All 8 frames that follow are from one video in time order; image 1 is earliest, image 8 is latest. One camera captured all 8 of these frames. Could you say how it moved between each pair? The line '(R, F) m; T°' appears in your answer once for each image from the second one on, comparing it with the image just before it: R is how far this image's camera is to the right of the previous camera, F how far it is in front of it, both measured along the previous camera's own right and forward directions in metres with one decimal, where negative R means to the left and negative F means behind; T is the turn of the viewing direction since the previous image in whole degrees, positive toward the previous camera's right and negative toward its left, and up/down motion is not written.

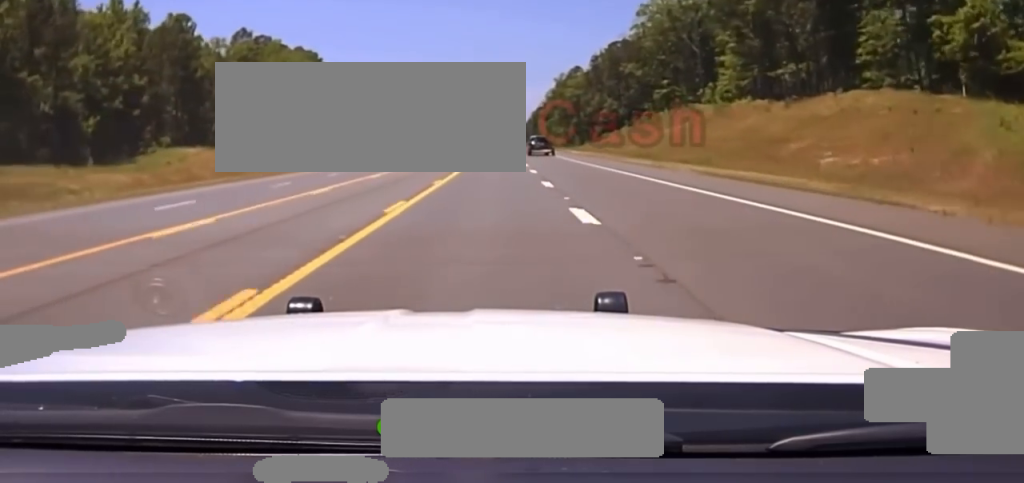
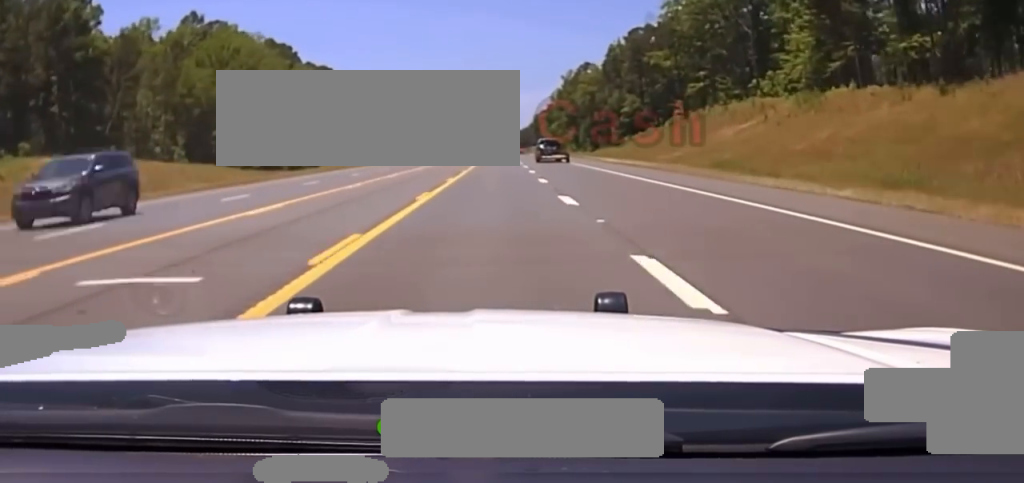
(0.0, +26.4) m; 0°
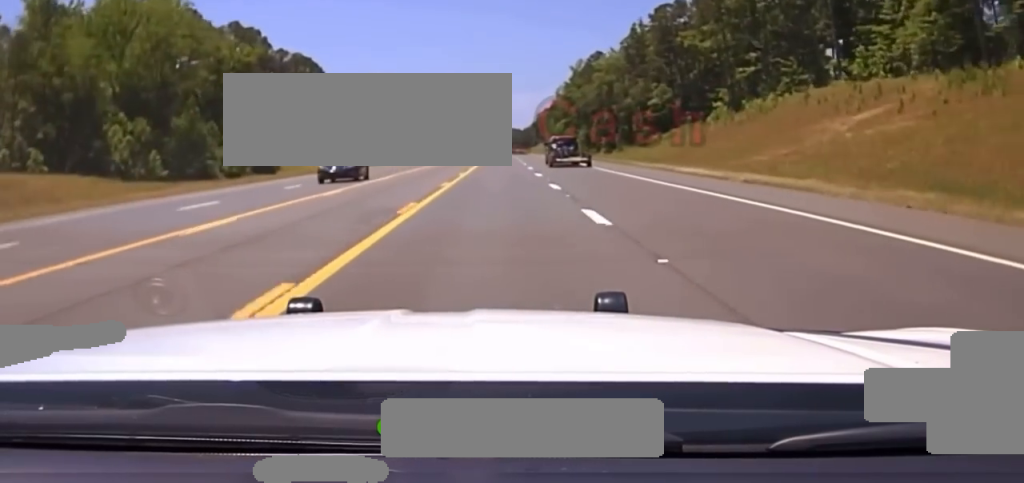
(0.0, +24.7) m; 0°
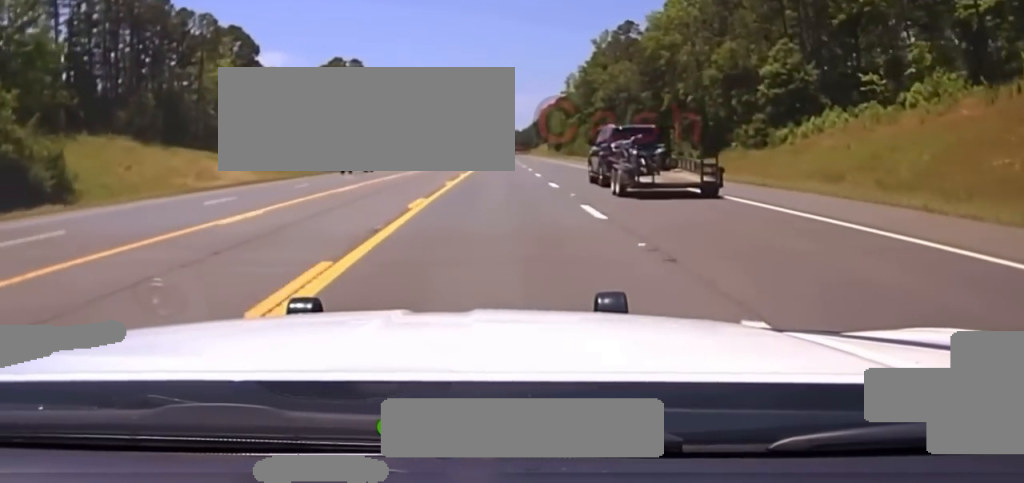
(0.0, +55.6) m; 0°
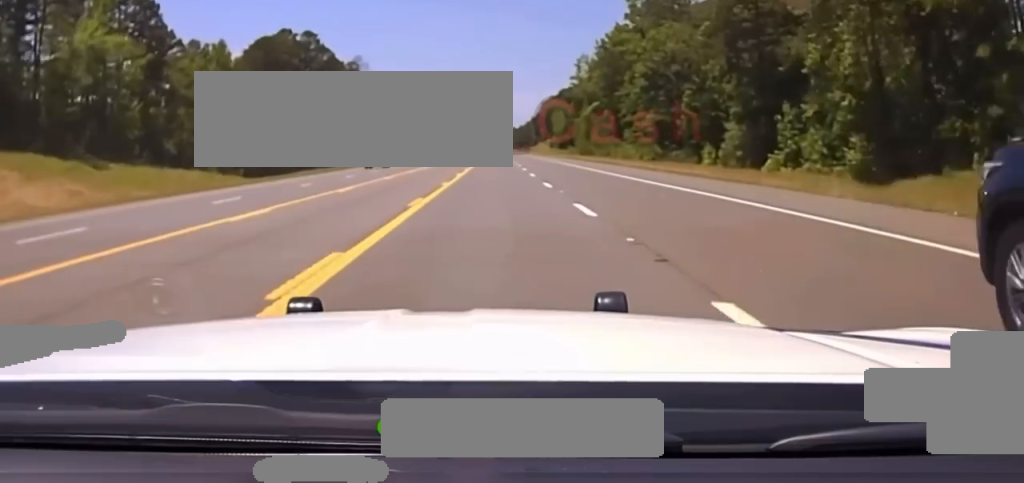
(-0.2, +48.3) m; 0°
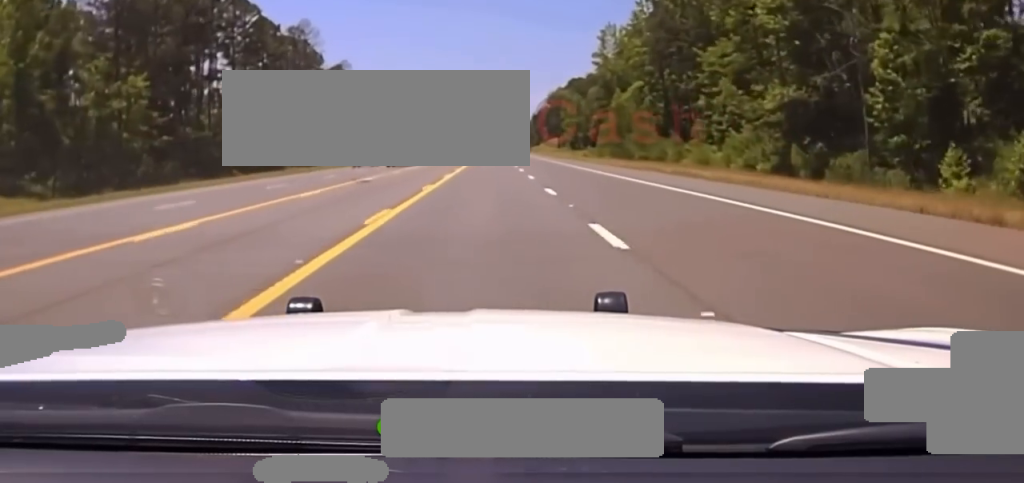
(+0.2, +58.3) m; 0°
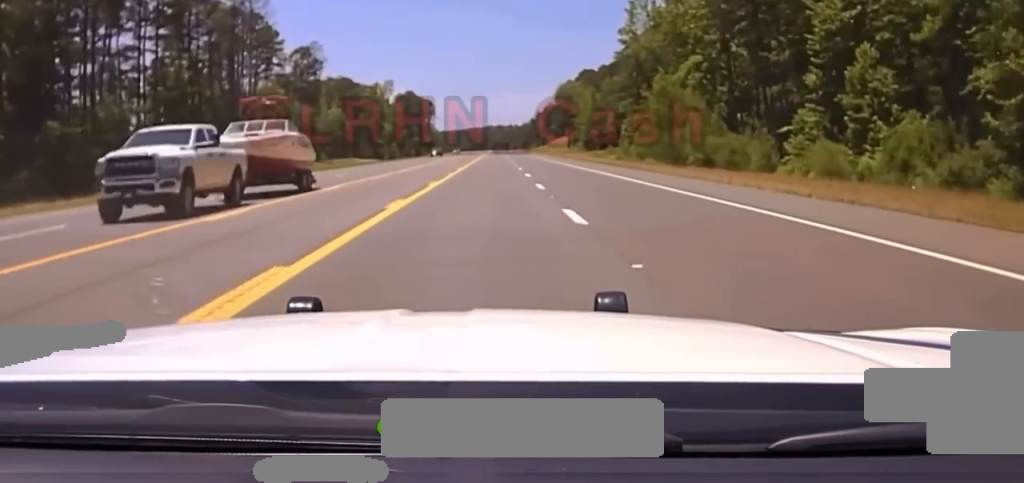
(+0.1, +36.2) m; 0°
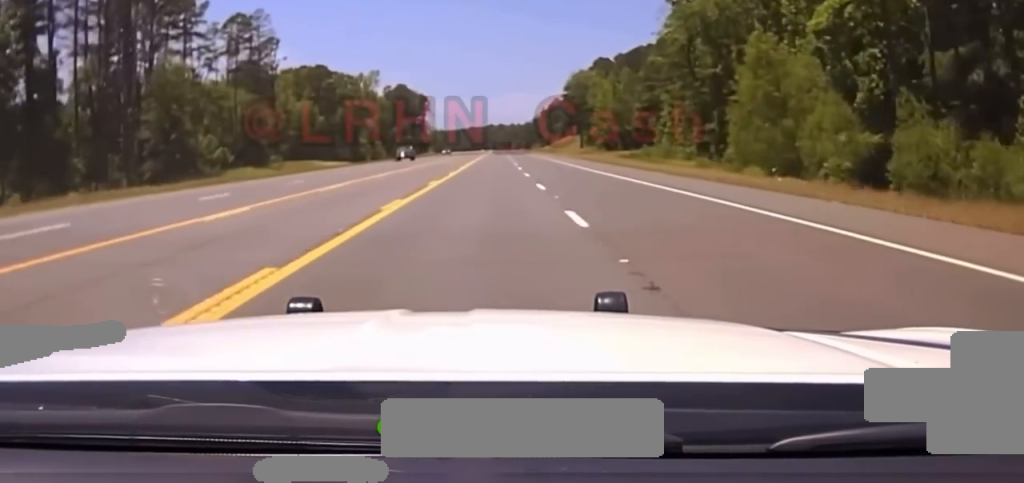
(0.0, +37.1) m; 0°
